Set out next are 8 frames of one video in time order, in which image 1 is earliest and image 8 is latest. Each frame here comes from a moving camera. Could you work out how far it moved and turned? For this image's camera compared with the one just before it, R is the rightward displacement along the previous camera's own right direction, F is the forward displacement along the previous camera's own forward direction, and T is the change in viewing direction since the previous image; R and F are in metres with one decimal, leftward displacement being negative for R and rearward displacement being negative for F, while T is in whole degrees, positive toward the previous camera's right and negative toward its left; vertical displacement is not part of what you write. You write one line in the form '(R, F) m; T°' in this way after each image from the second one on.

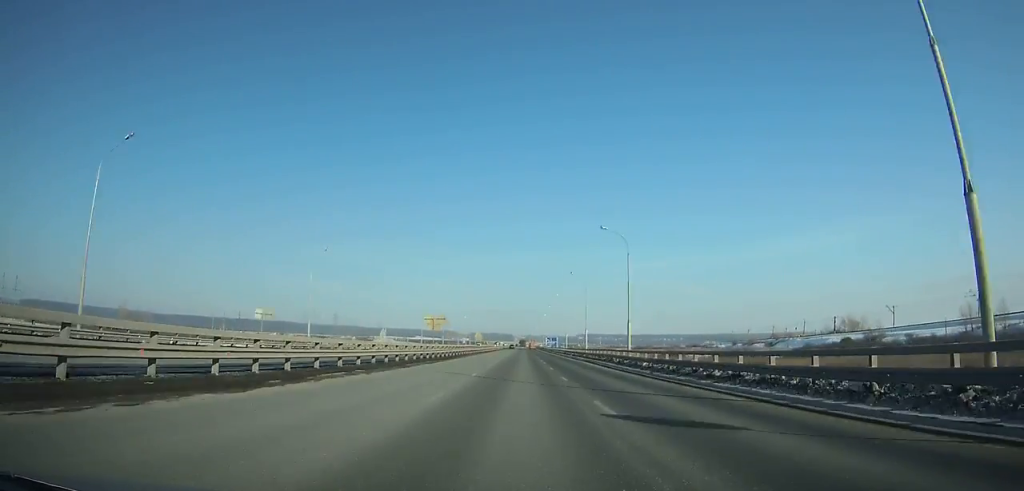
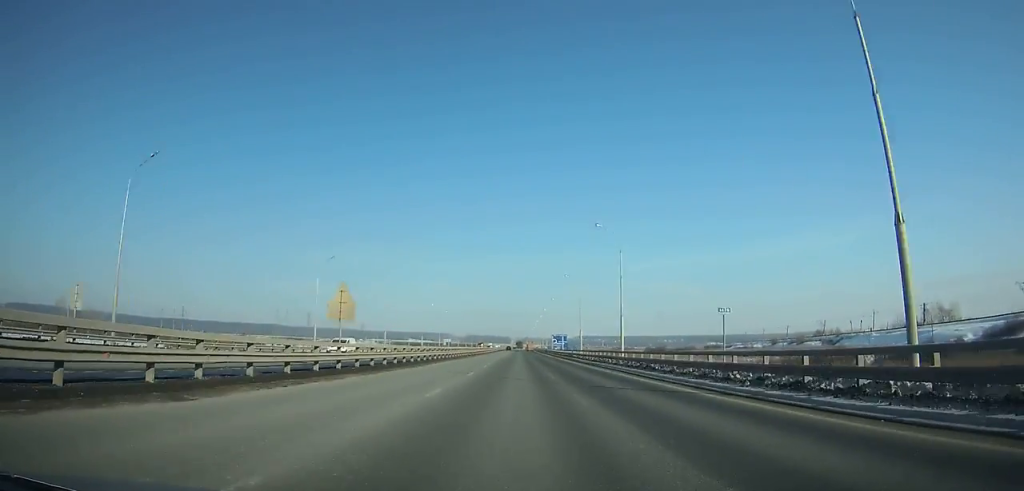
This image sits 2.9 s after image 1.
(-0.1, +76.1) m; 0°
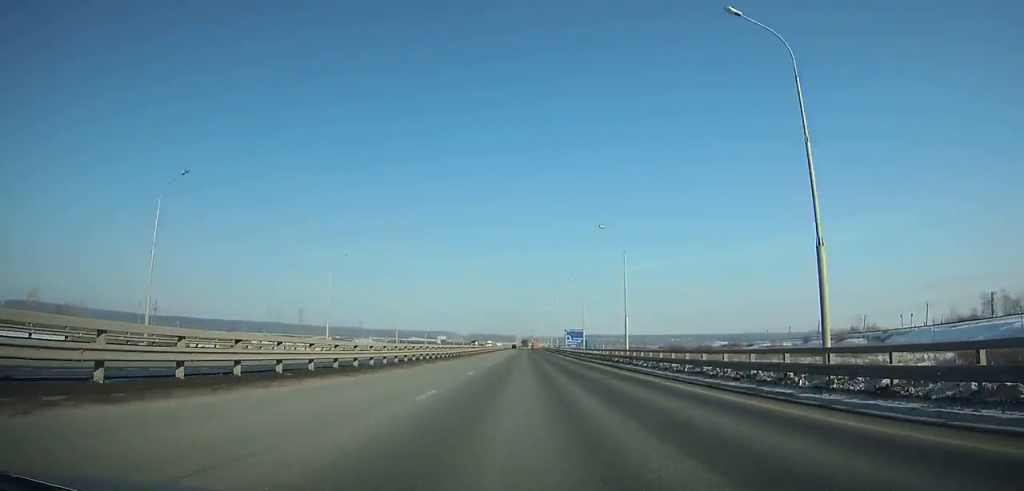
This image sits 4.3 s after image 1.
(-0.1, +36.7) m; 0°
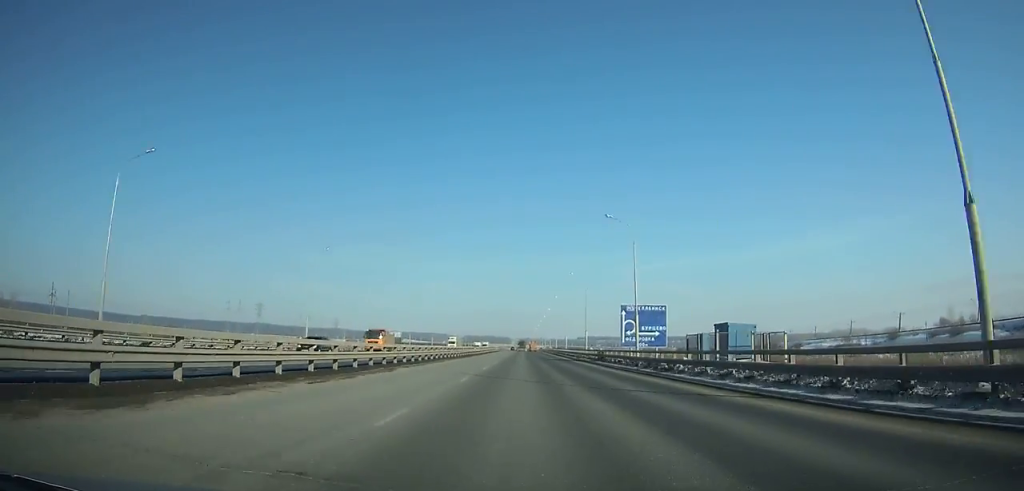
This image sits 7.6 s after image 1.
(+0.1, +86.2) m; 0°
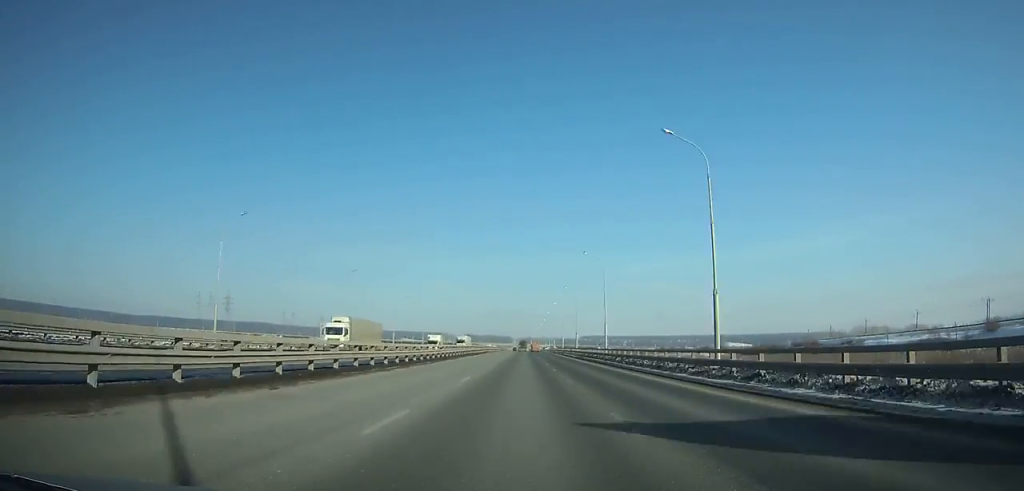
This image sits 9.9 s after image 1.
(0.0, +59.8) m; 0°
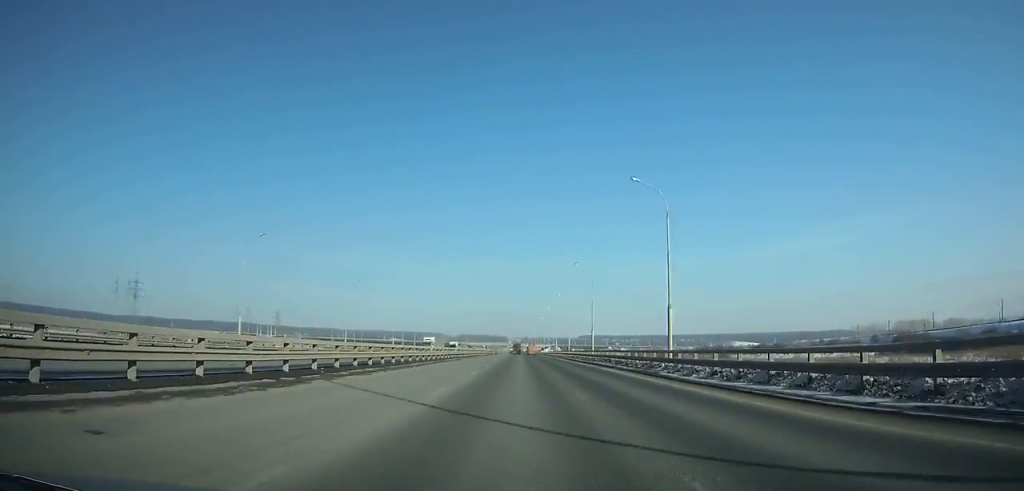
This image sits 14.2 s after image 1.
(0.0, +111.5) m; 0°
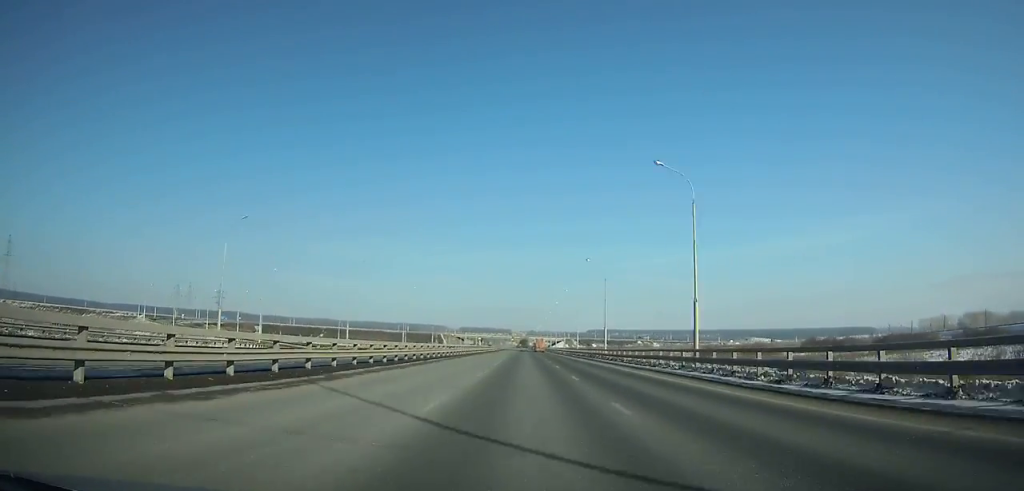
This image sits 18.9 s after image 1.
(-0.8, +121.2) m; 0°
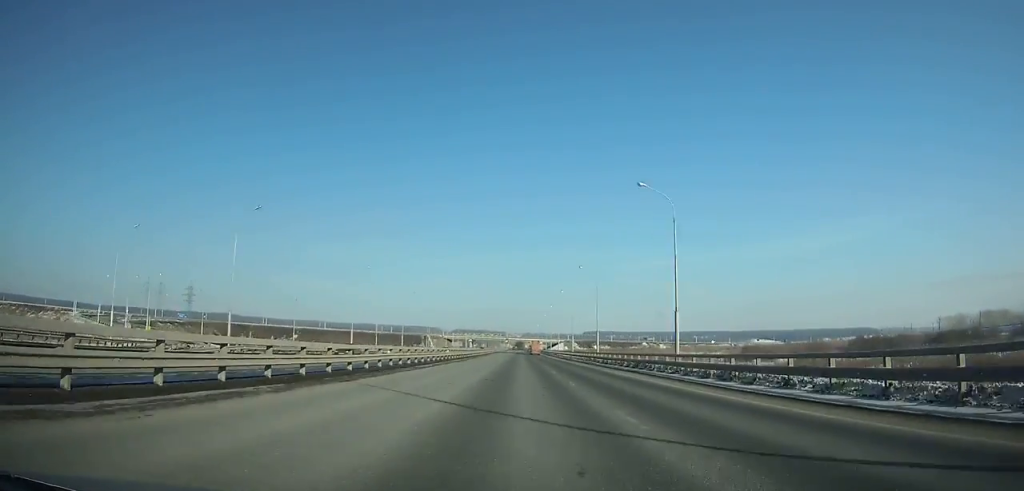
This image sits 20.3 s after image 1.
(0.0, +35.8) m; 0°
